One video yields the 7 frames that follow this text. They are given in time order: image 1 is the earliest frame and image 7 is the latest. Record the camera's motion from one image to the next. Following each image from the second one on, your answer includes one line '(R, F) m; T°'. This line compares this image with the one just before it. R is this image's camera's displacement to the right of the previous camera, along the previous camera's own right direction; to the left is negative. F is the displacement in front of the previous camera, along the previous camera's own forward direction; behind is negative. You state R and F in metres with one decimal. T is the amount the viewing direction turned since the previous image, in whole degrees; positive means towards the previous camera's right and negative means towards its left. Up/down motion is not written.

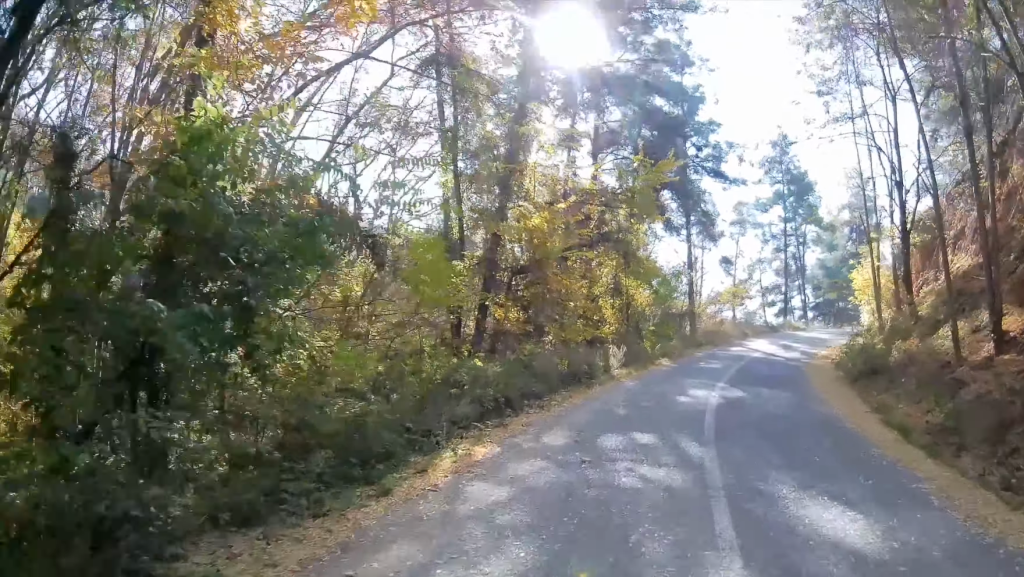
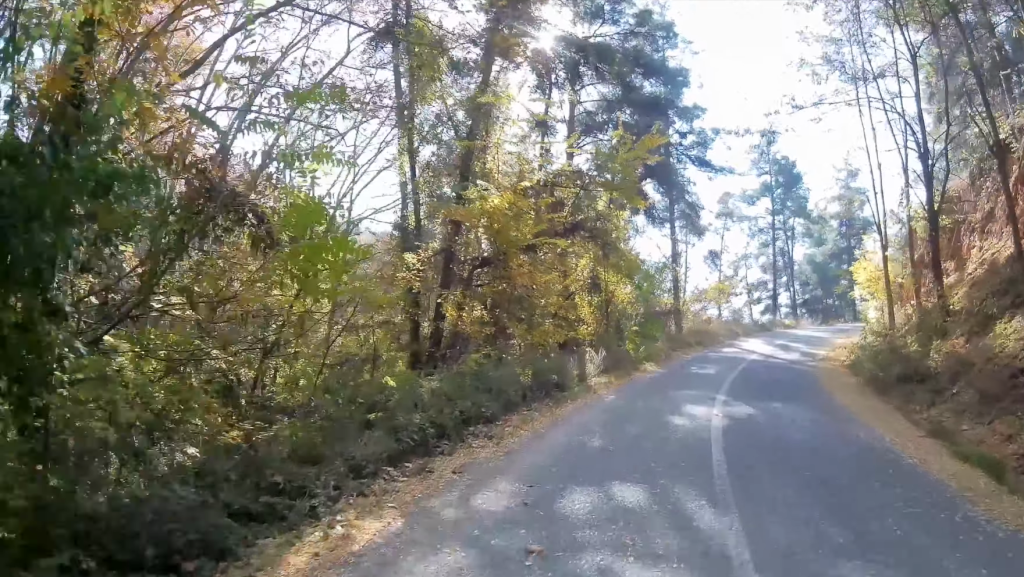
(0.0, +3.0) m; +1°
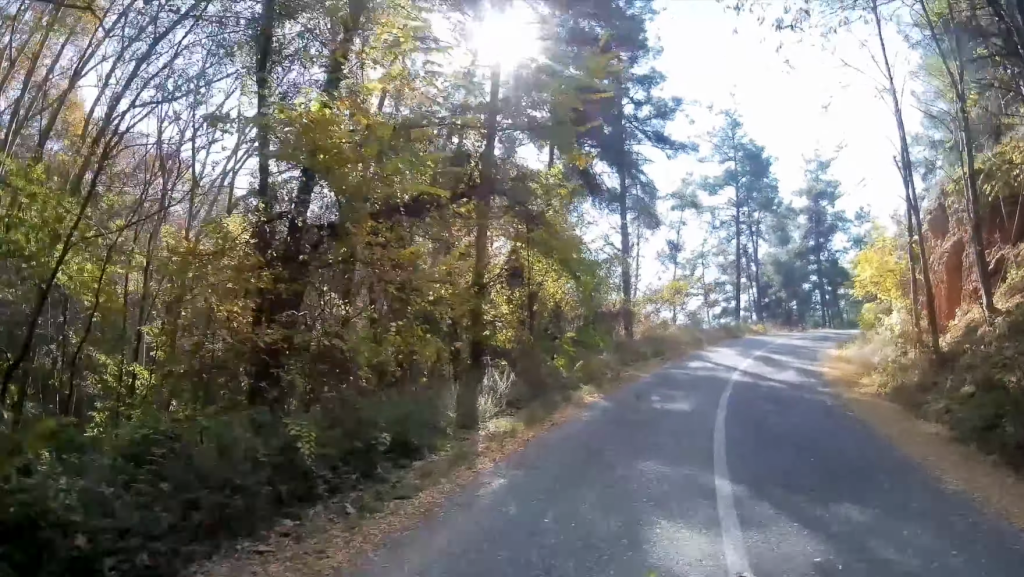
(+0.2, +6.7) m; +3°
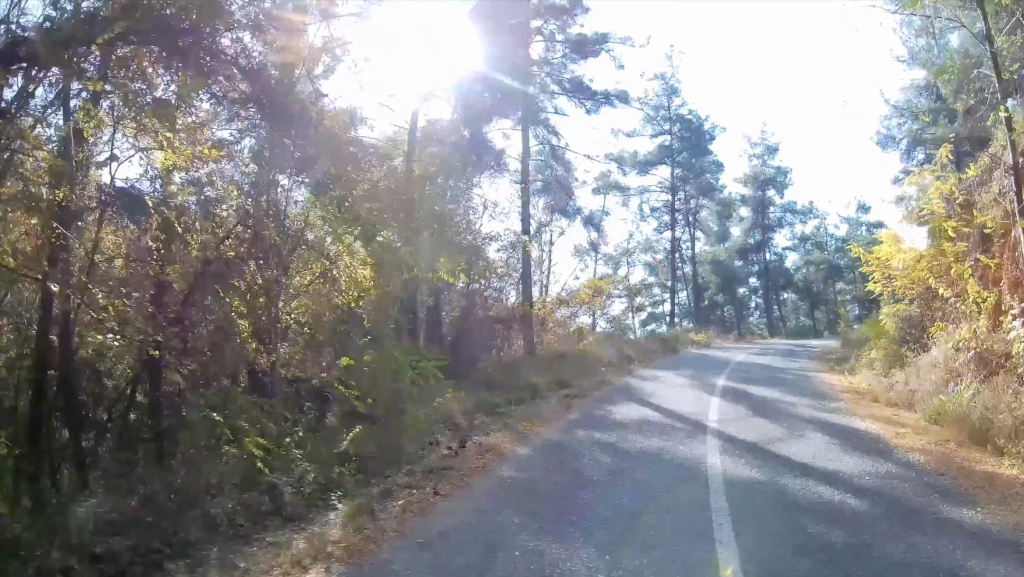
(+0.1, +8.8) m; +9°
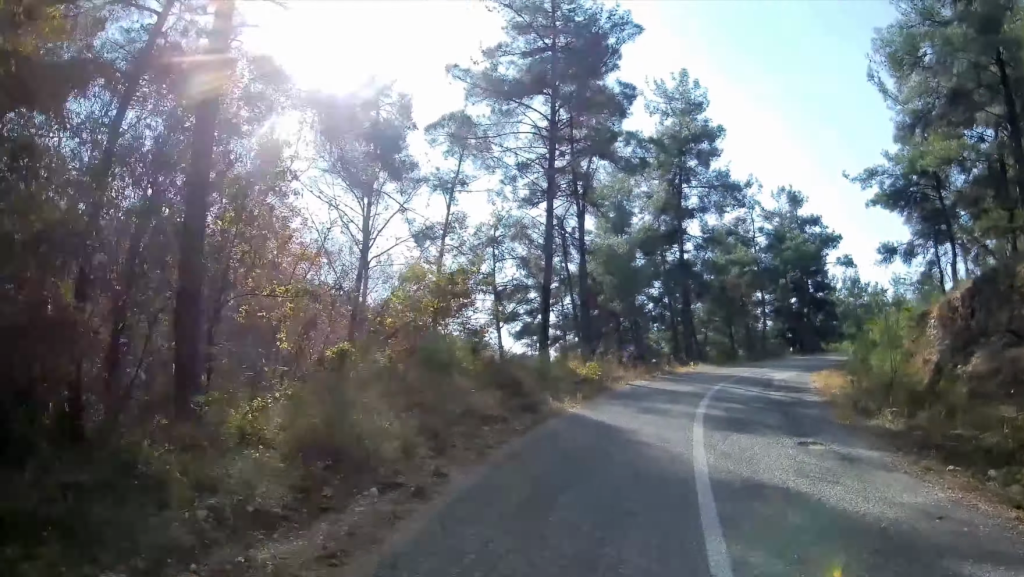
(+3.3, +12.4) m; +21°
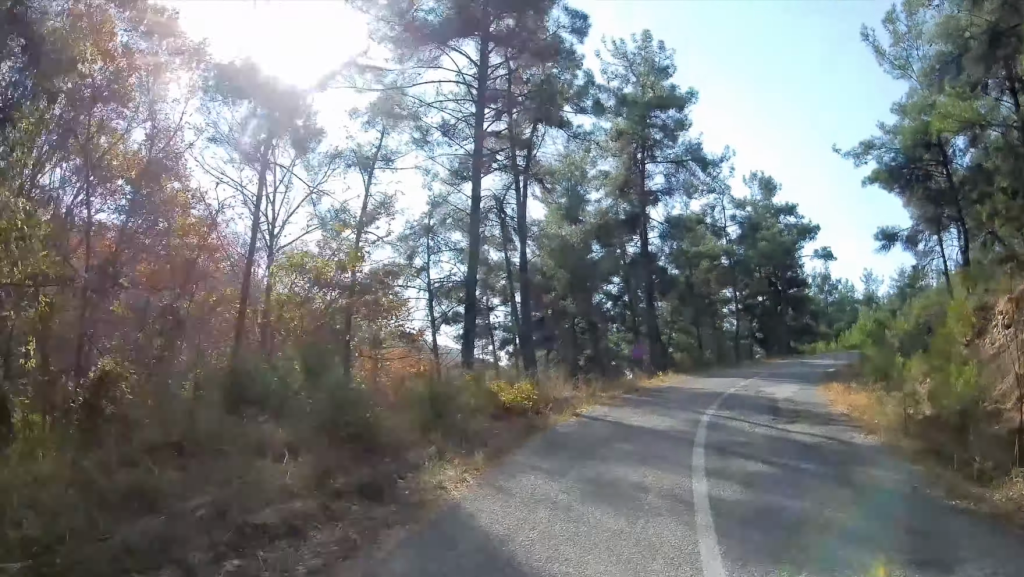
(+0.1, +5.5) m; +1°
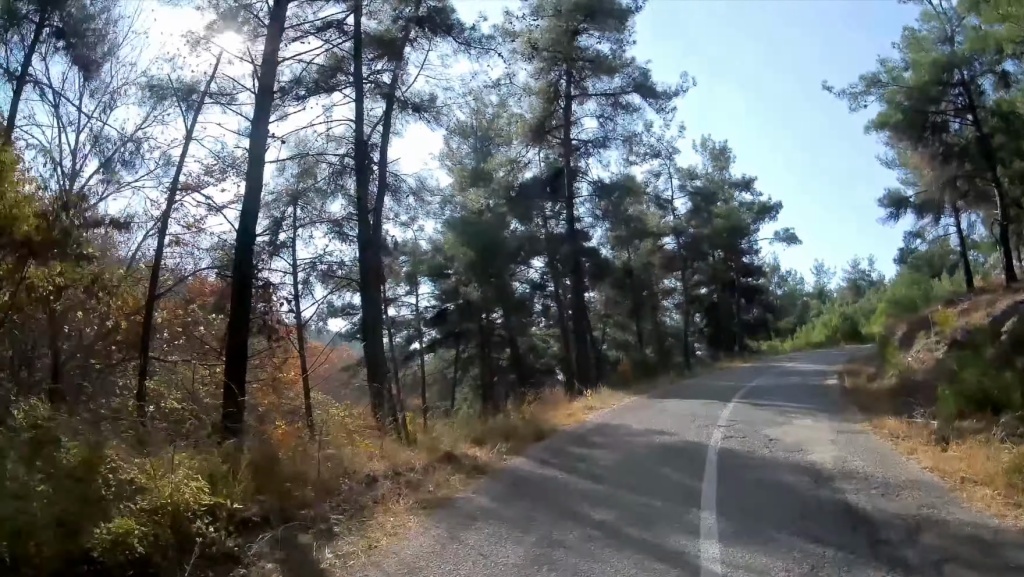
(0.0, +8.4) m; 0°
